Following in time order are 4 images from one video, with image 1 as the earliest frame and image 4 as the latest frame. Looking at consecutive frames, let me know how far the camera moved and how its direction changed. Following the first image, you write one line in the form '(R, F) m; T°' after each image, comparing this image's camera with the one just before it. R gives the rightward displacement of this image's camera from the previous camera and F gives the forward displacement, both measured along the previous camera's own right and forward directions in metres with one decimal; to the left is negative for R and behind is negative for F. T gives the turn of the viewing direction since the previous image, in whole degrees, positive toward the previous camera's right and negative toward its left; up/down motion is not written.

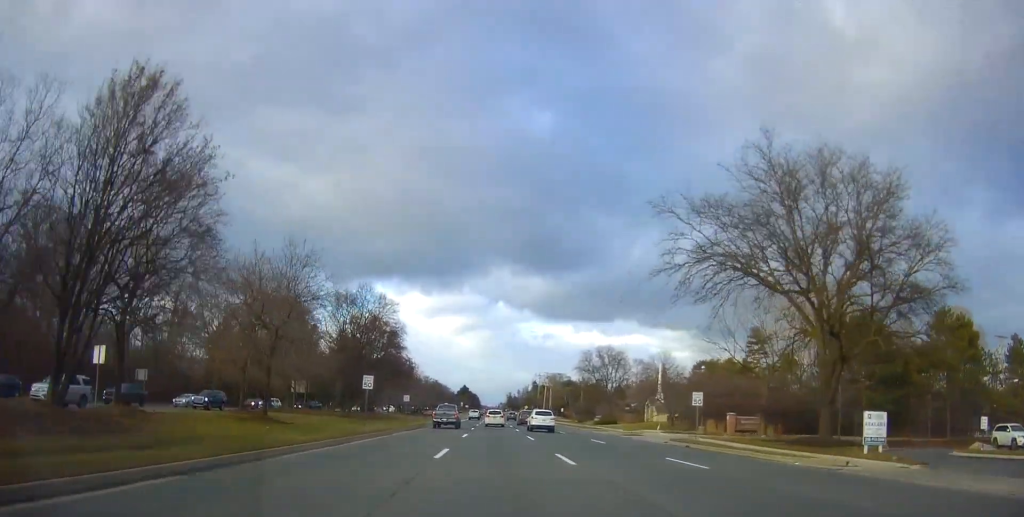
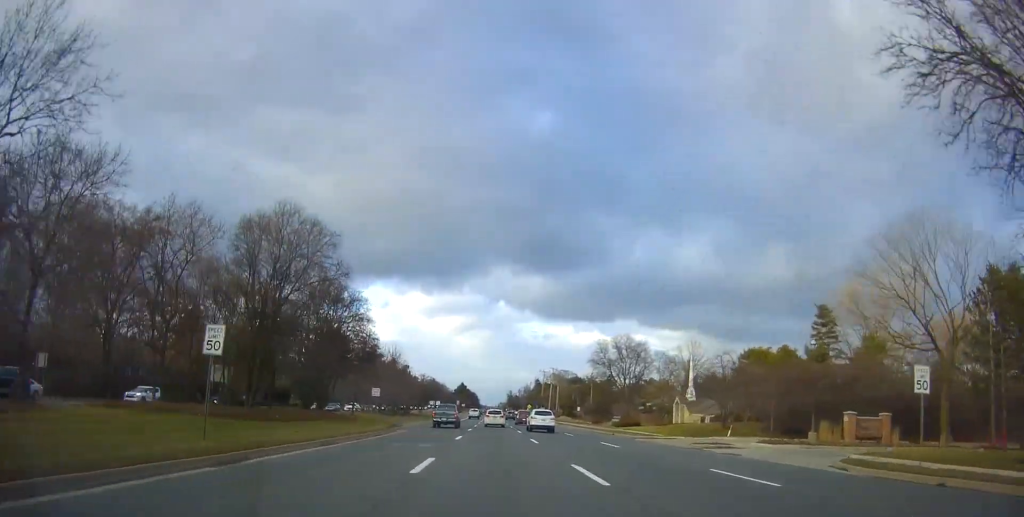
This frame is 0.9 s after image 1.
(+0.3, +19.3) m; +1°
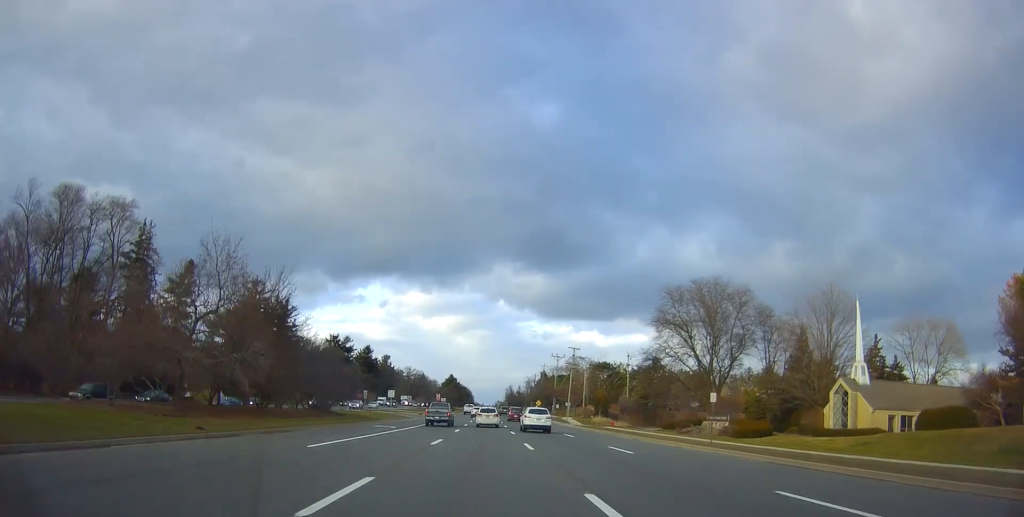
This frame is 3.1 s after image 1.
(+0.3, +51.1) m; 0°
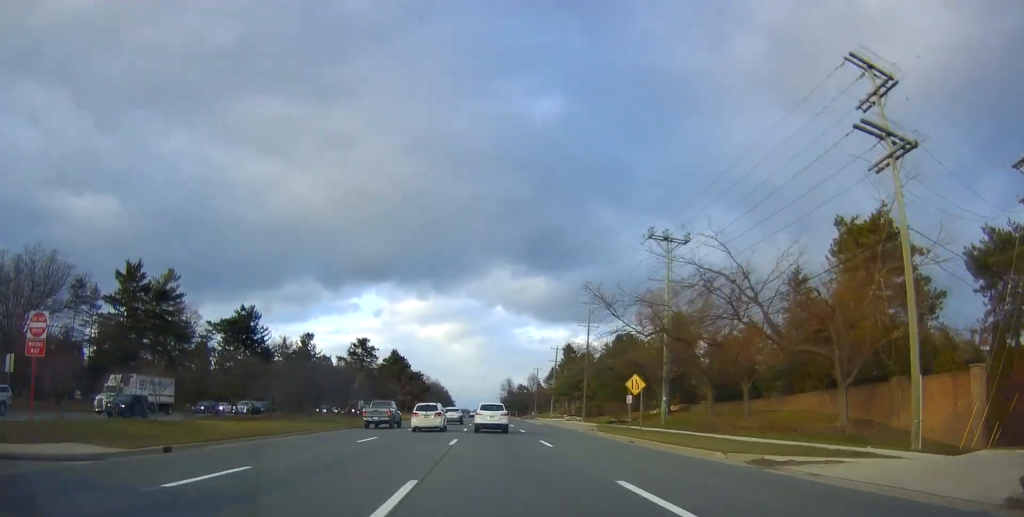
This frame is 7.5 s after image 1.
(+0.8, +108.0) m; 0°
